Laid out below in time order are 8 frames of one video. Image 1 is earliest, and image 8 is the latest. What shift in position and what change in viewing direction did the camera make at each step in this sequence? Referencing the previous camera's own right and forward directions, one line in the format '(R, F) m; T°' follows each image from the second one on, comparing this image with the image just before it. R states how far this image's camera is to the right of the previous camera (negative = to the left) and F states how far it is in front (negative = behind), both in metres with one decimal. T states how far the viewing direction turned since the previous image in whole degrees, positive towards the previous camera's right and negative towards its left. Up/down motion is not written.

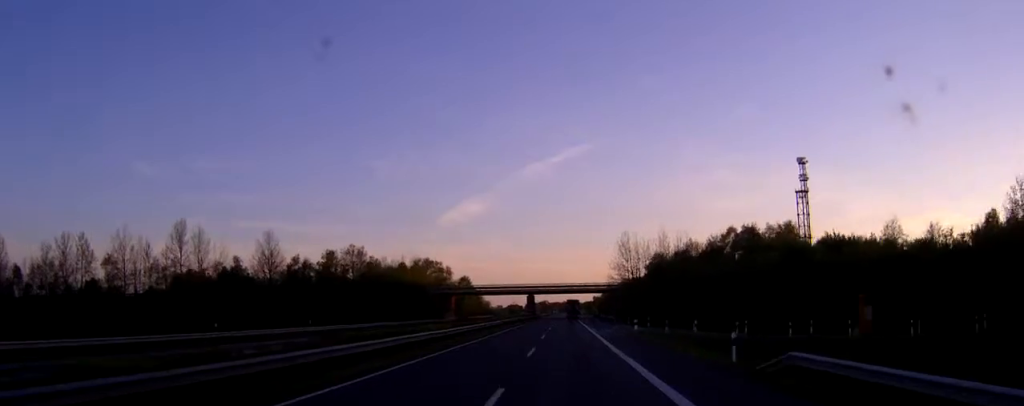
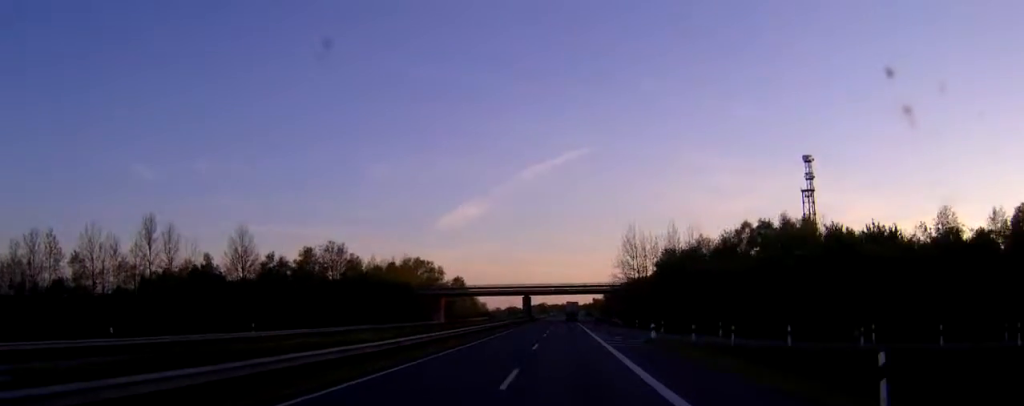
(+0.1, +11.7) m; 0°
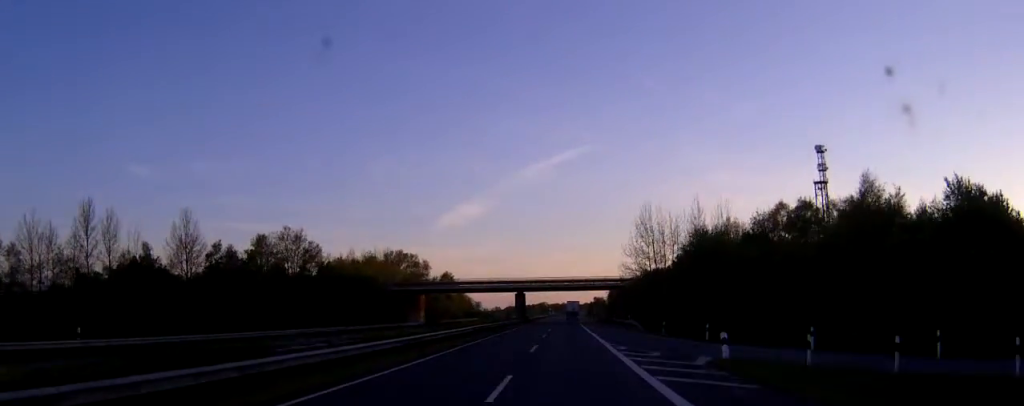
(-0.1, +20.5) m; 0°
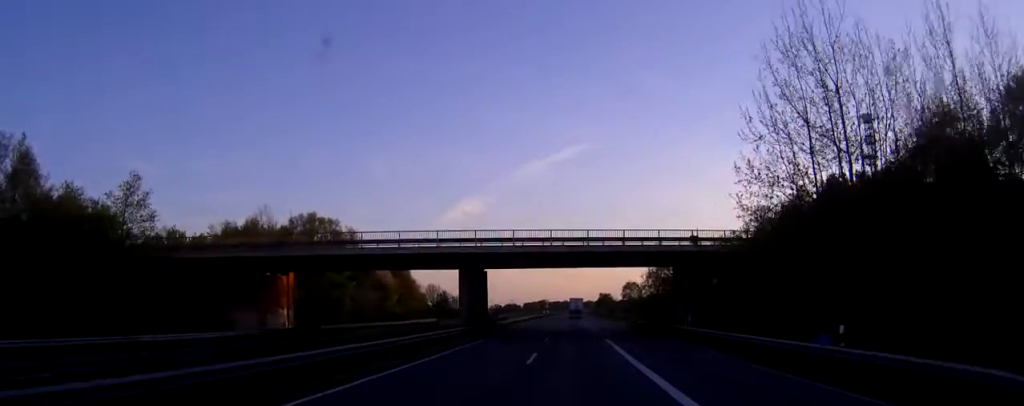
(0.0, +61.4) m; 0°
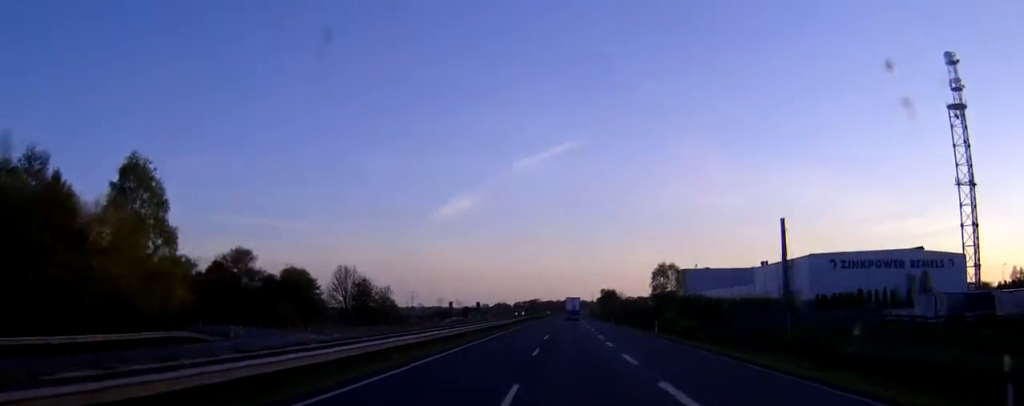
(+0.2, +83.9) m; 0°
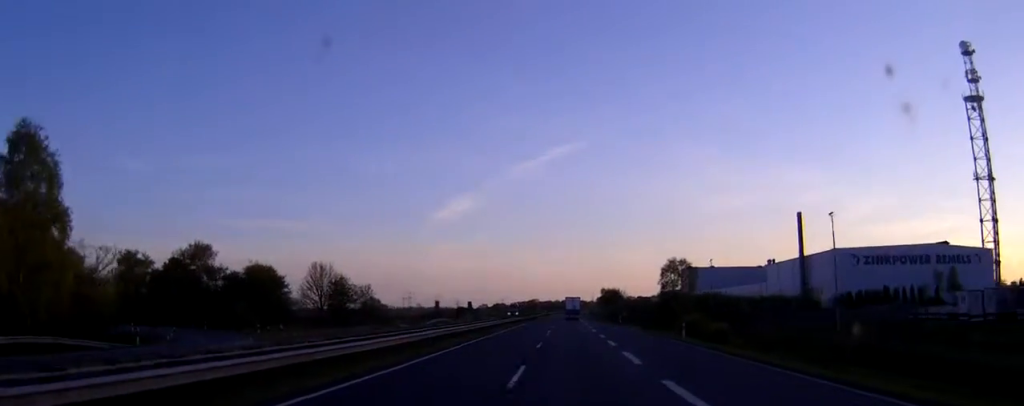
(0.0, +13.7) m; 0°
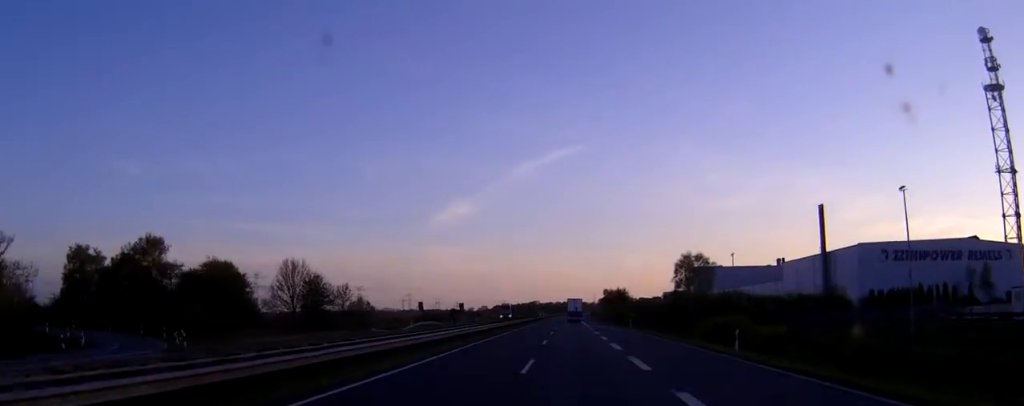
(0.0, +13.7) m; 0°
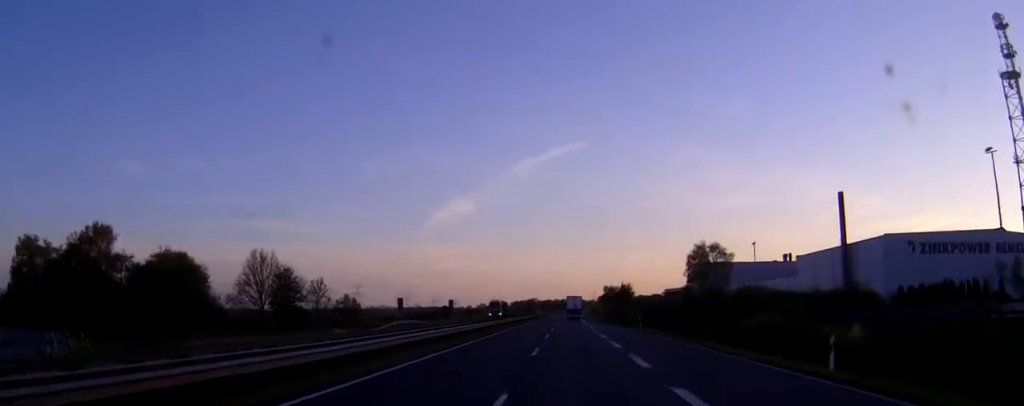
(0.0, +11.7) m; 0°
